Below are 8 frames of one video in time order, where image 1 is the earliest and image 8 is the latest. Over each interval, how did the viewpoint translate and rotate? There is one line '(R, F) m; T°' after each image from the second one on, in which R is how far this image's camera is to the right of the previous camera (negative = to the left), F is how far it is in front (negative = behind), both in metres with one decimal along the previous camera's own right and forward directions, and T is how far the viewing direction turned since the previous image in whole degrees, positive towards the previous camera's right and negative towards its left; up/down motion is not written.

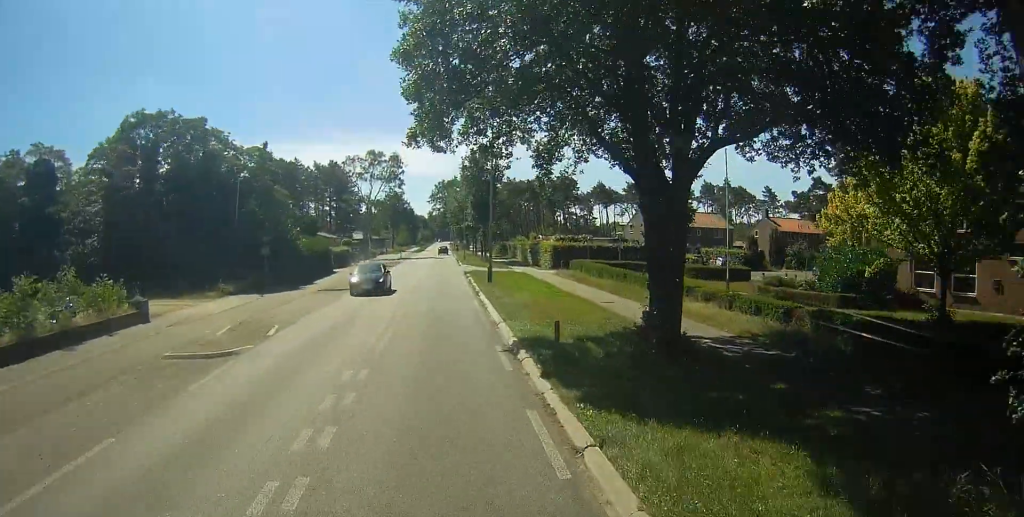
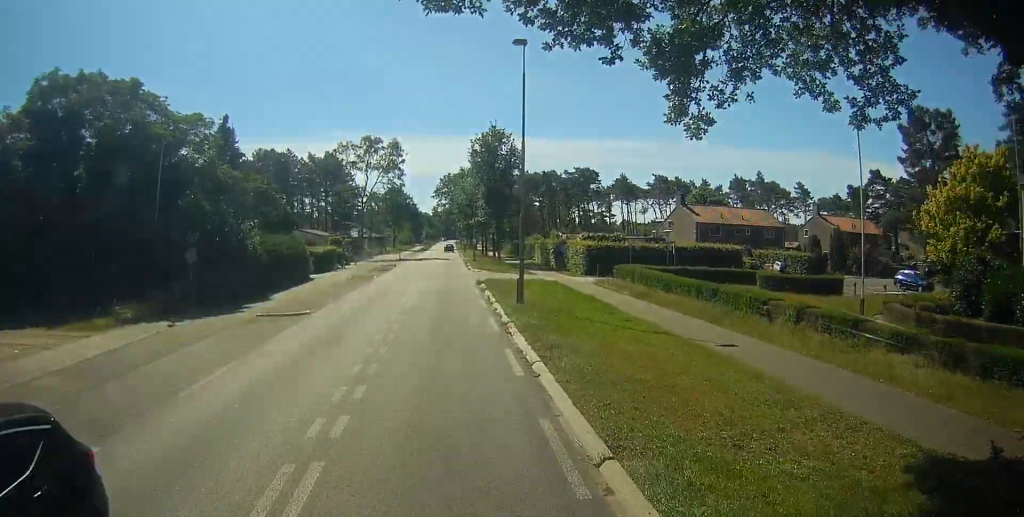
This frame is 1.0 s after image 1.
(-0.2, +12.7) m; 0°
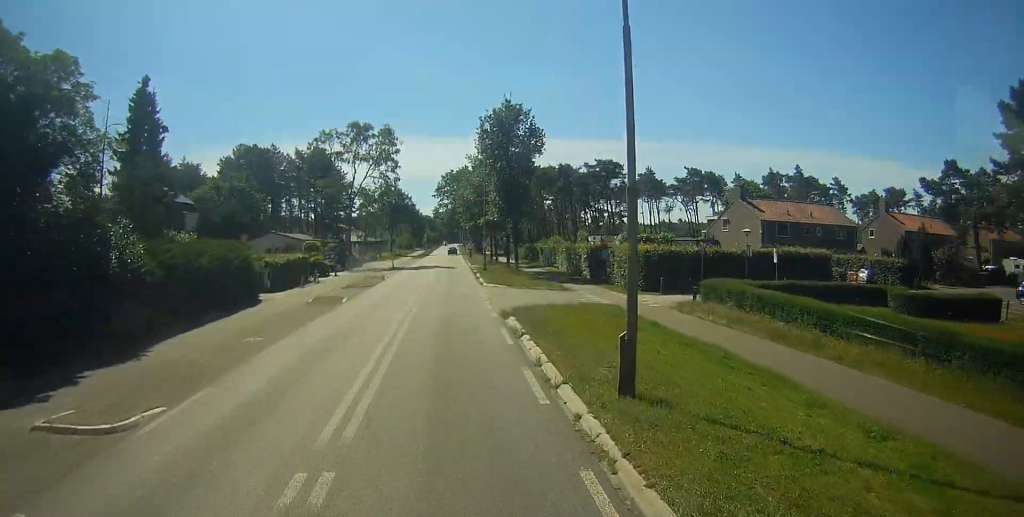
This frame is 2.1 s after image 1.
(0.0, +14.5) m; -1°
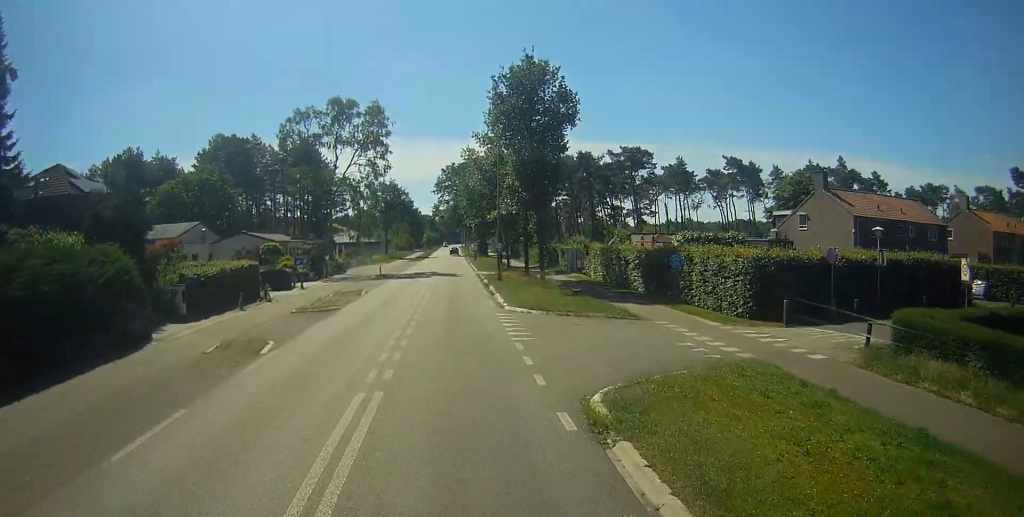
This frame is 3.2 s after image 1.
(-0.2, +14.1) m; 0°
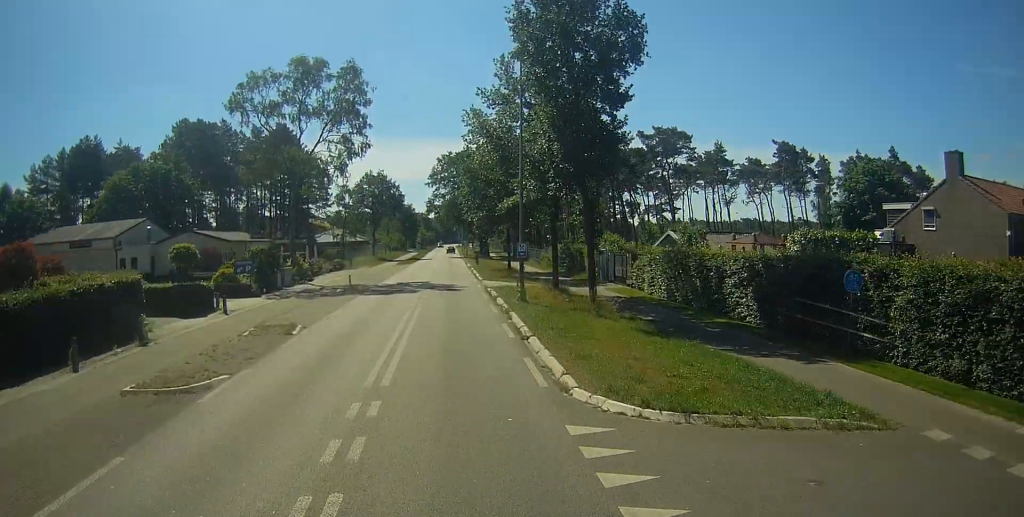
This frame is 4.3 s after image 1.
(+0.2, +15.3) m; +1°
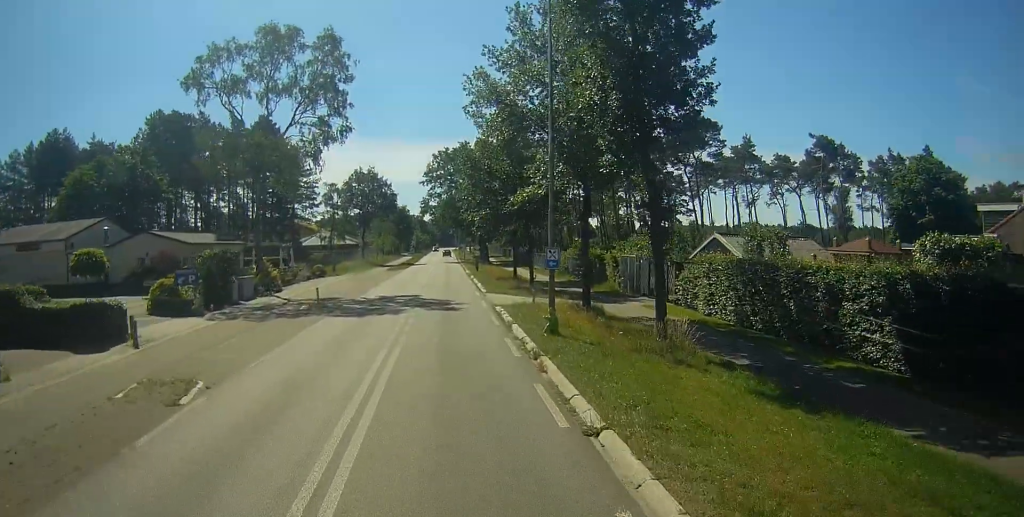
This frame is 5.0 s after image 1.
(0.0, +8.9) m; 0°
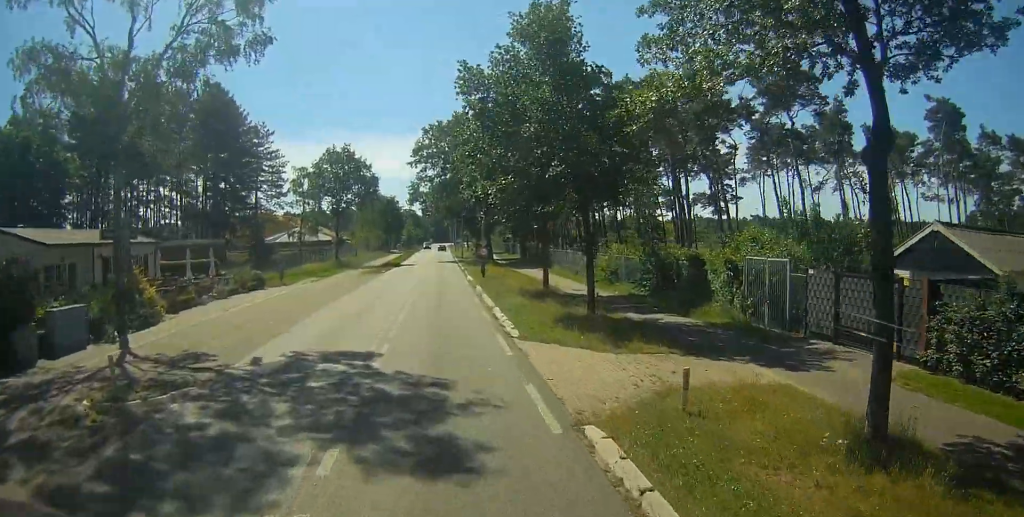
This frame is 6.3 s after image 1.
(0.0, +19.4) m; 0°
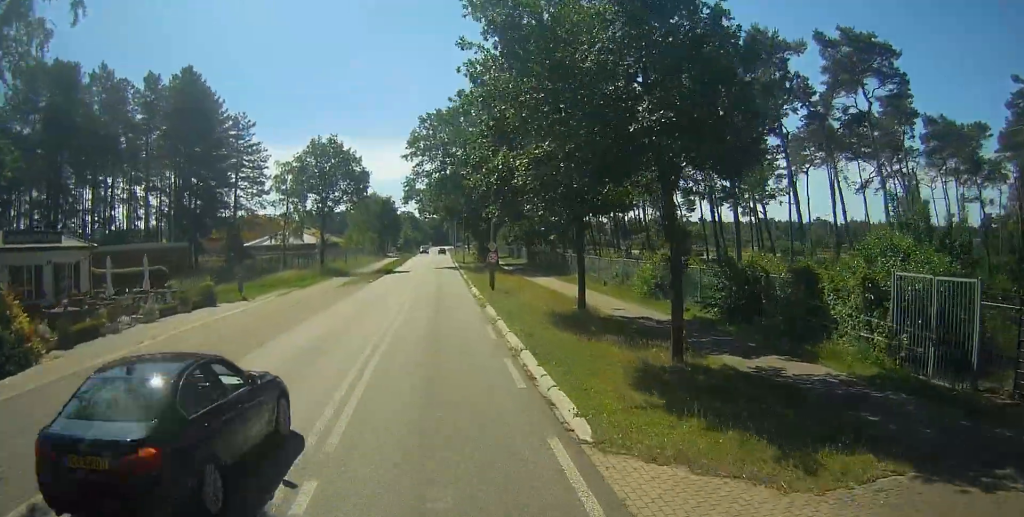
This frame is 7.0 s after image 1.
(0.0, +9.3) m; +1°
